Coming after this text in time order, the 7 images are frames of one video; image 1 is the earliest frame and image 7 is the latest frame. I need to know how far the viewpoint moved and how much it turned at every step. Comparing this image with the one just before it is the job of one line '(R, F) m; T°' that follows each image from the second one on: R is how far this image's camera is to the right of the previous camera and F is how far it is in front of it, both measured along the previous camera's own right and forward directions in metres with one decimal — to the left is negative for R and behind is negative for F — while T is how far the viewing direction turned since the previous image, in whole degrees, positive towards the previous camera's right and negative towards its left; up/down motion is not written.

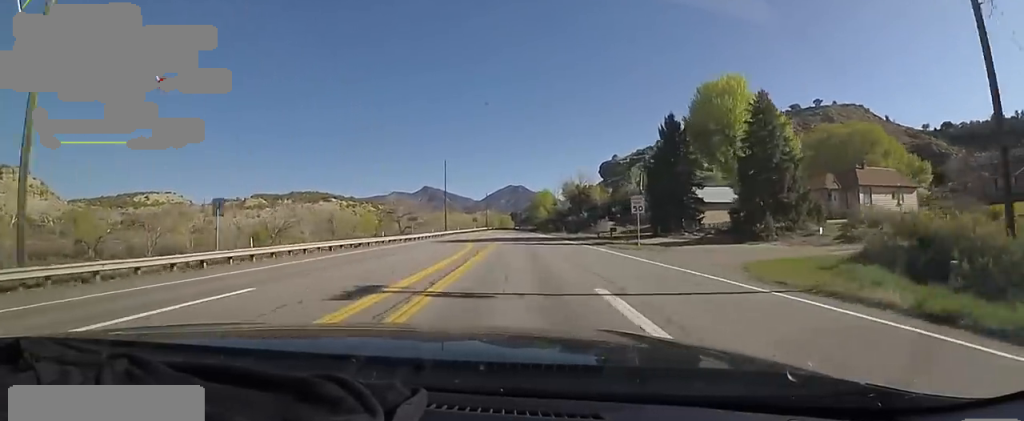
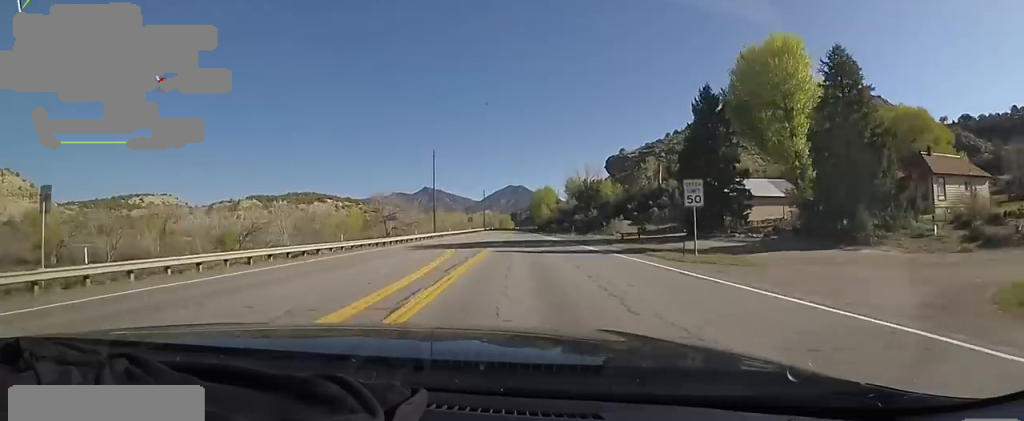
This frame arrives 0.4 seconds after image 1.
(-0.3, +10.2) m; -1°
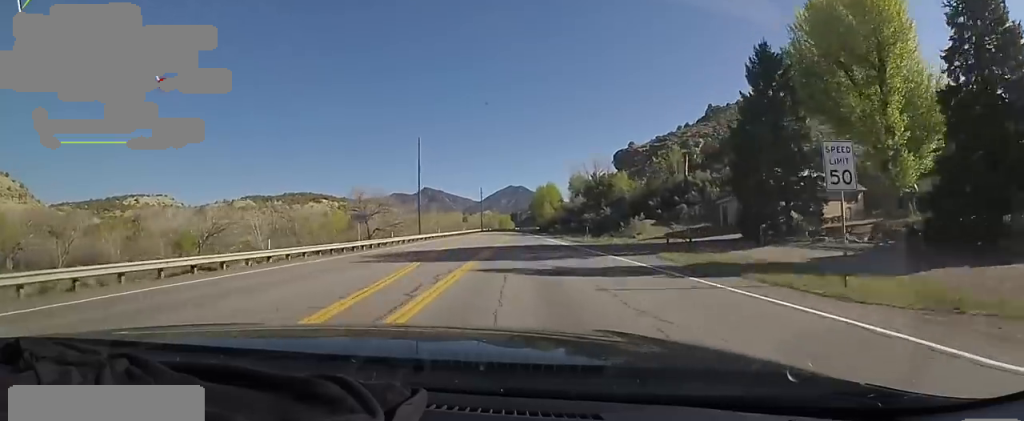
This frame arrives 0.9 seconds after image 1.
(-0.3, +10.3) m; -1°
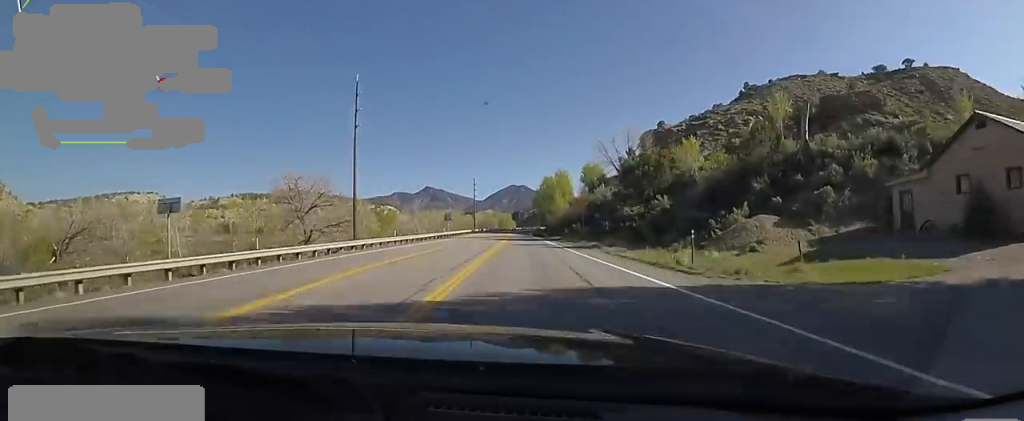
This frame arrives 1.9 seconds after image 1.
(-0.3, +23.5) m; +2°
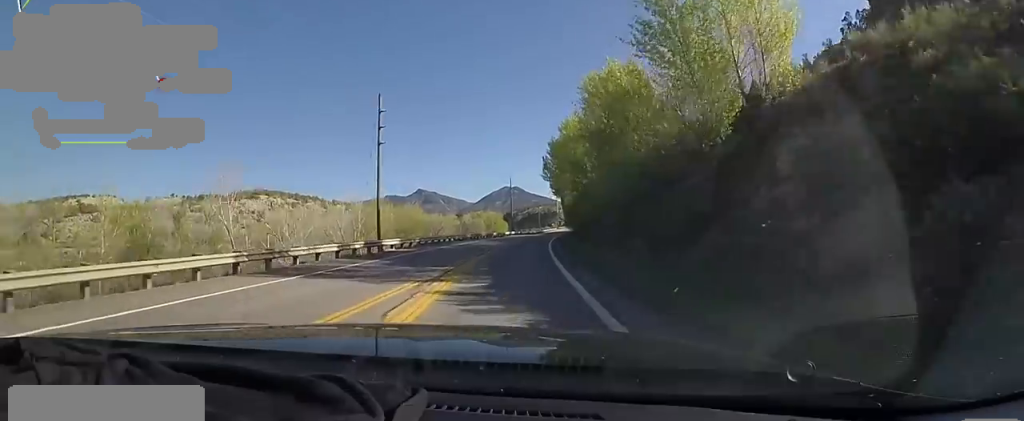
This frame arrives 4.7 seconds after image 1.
(+1.3, +67.2) m; +1°
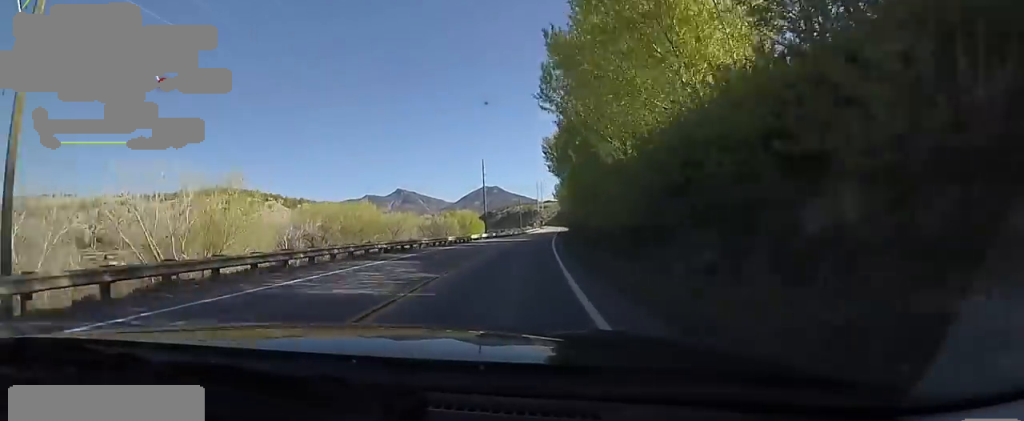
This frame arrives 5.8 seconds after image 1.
(-0.4, +26.1) m; +2°
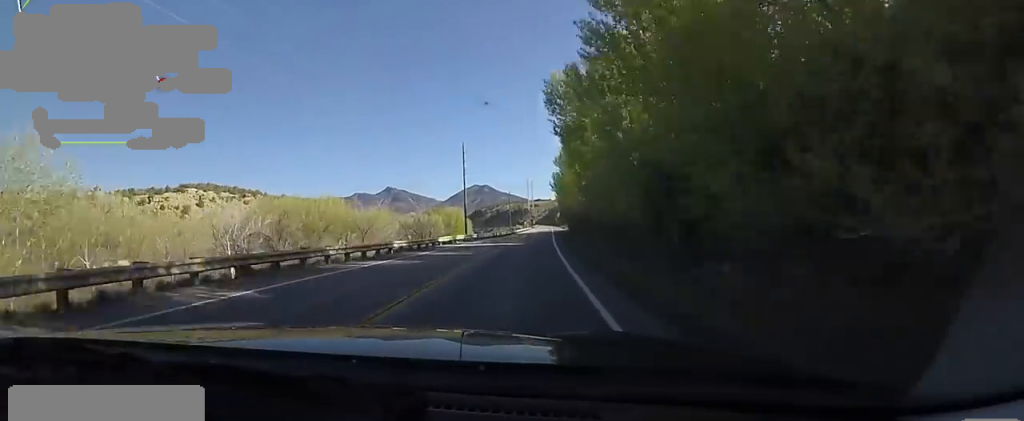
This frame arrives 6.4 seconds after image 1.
(+0.4, +14.2) m; +2°
